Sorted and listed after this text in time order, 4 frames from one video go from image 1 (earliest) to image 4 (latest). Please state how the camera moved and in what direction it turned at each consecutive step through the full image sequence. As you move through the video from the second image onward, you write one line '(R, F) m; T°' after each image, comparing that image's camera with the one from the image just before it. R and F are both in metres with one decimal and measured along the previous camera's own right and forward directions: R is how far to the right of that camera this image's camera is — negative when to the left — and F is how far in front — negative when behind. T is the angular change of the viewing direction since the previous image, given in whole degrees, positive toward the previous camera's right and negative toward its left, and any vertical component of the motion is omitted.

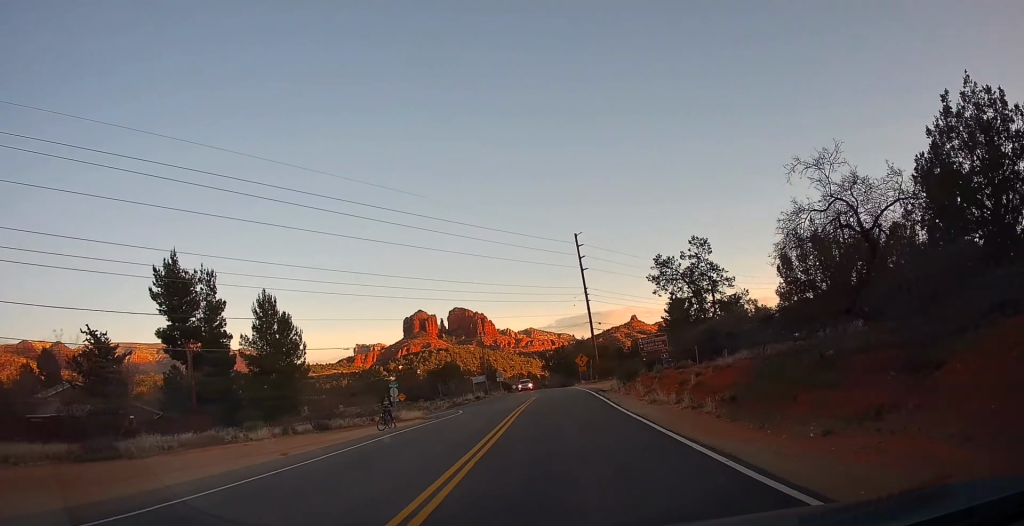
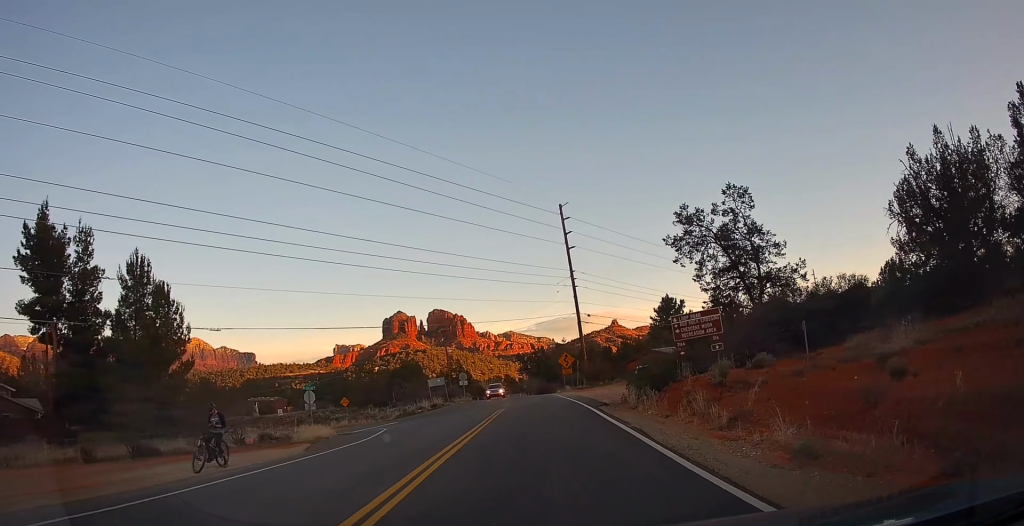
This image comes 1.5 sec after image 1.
(+0.4, +17.1) m; +2°
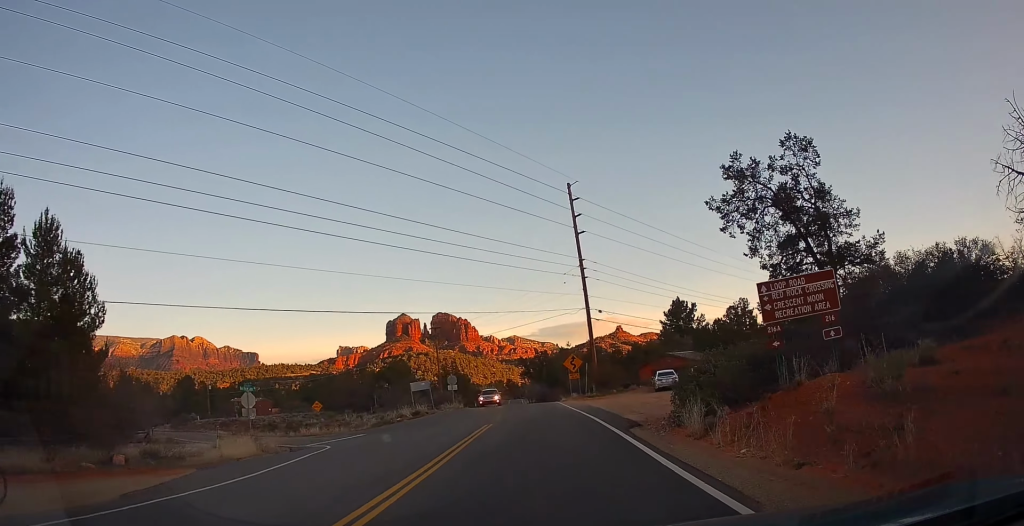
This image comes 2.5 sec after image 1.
(0.0, +10.1) m; -1°
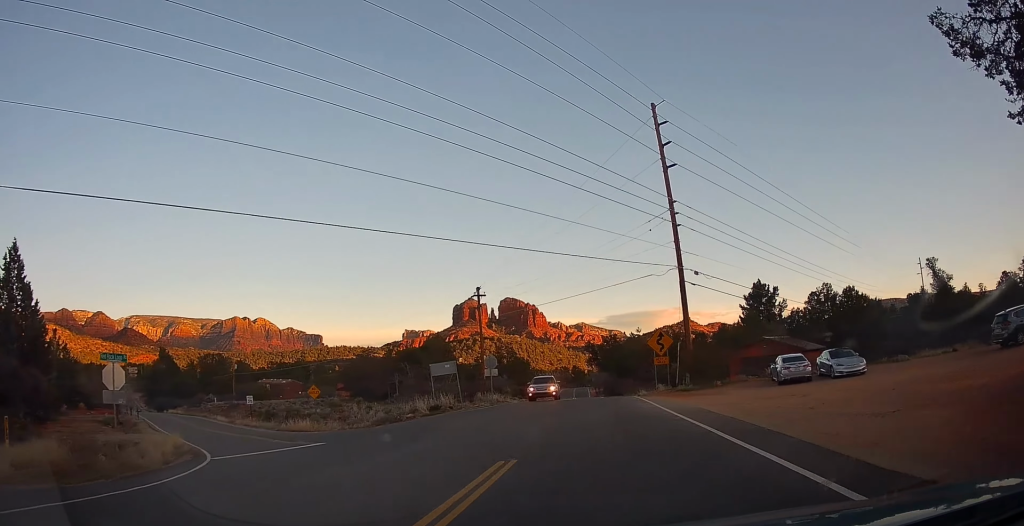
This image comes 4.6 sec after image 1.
(-0.1, +15.7) m; +3°
